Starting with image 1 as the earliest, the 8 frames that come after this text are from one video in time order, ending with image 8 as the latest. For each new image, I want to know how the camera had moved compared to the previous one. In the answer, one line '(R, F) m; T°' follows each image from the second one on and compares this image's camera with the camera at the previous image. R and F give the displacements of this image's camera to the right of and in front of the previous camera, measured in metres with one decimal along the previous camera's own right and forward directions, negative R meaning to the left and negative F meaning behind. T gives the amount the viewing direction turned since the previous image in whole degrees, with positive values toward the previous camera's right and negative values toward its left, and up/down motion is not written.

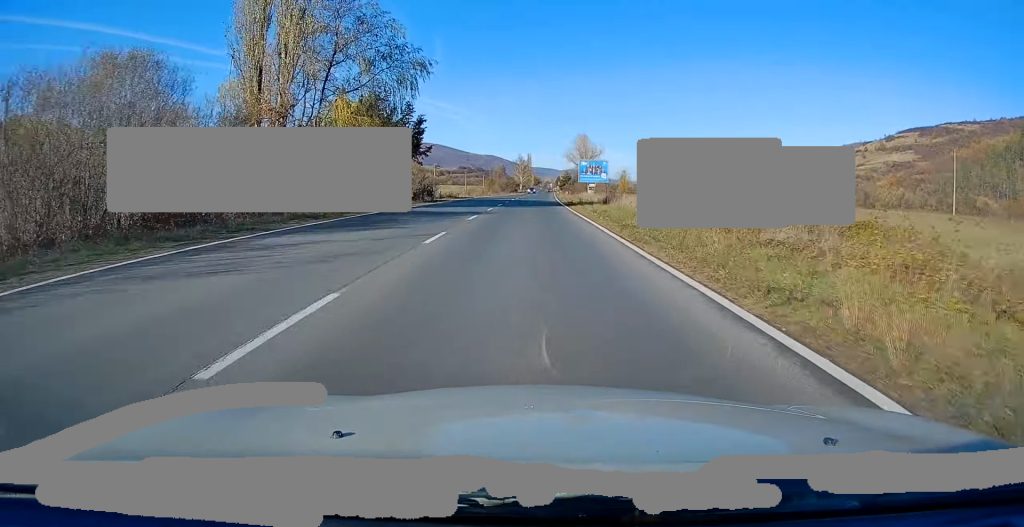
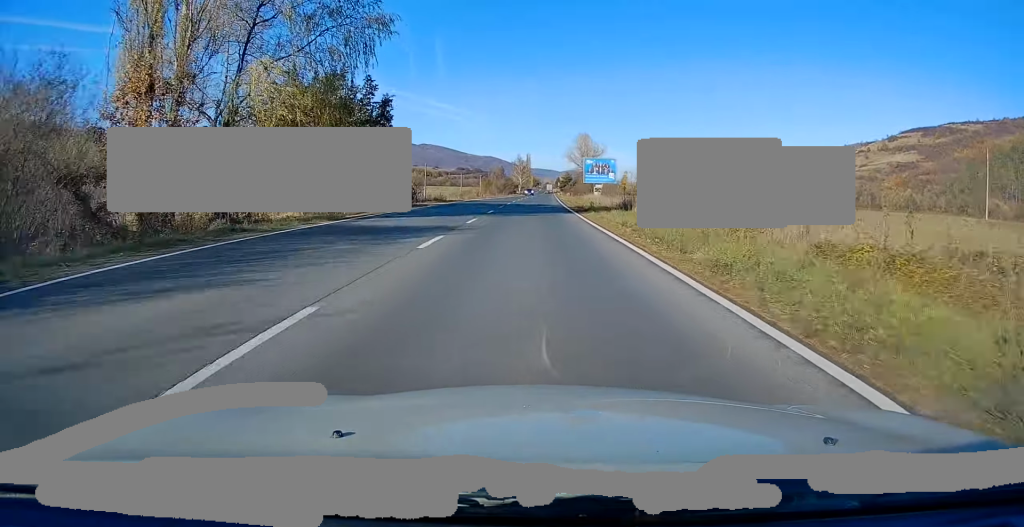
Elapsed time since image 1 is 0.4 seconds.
(+0.2, +9.7) m; +1°
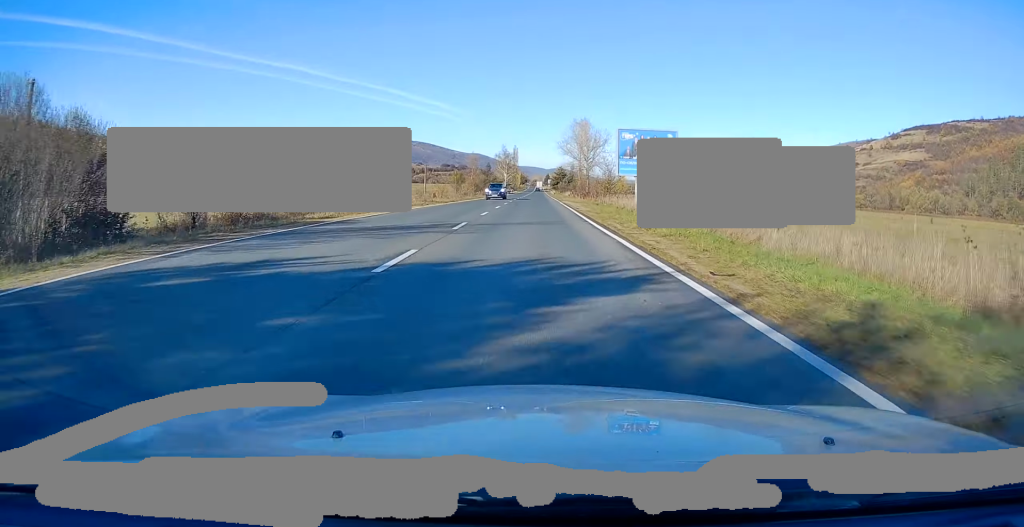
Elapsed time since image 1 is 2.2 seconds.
(+0.5, +38.9) m; +1°
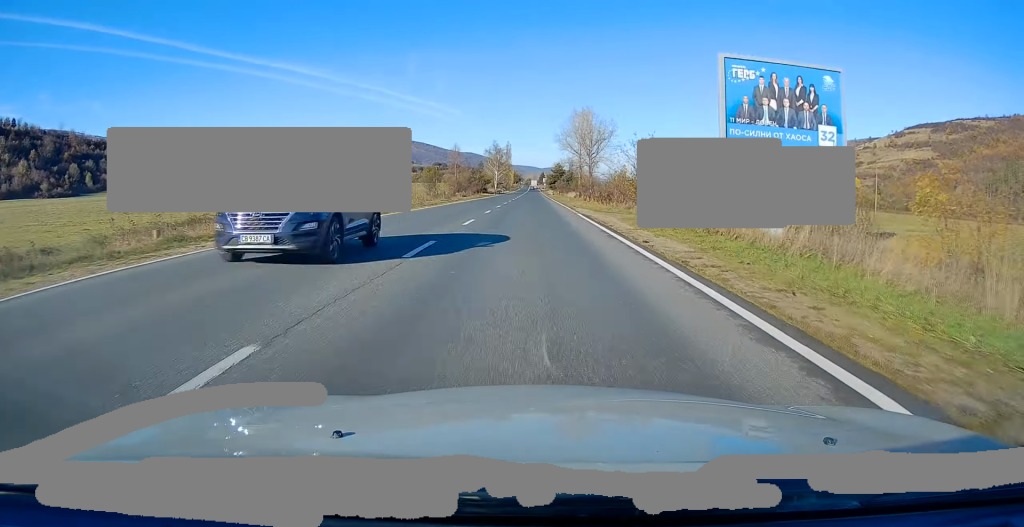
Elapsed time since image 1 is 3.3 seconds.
(-0.1, +24.7) m; 0°
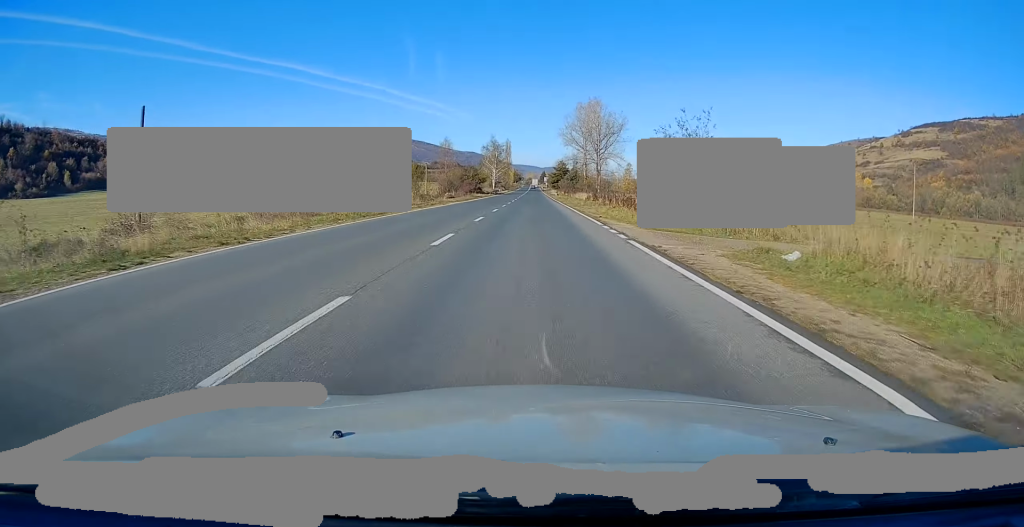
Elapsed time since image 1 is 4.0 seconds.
(-0.1, +15.7) m; +1°
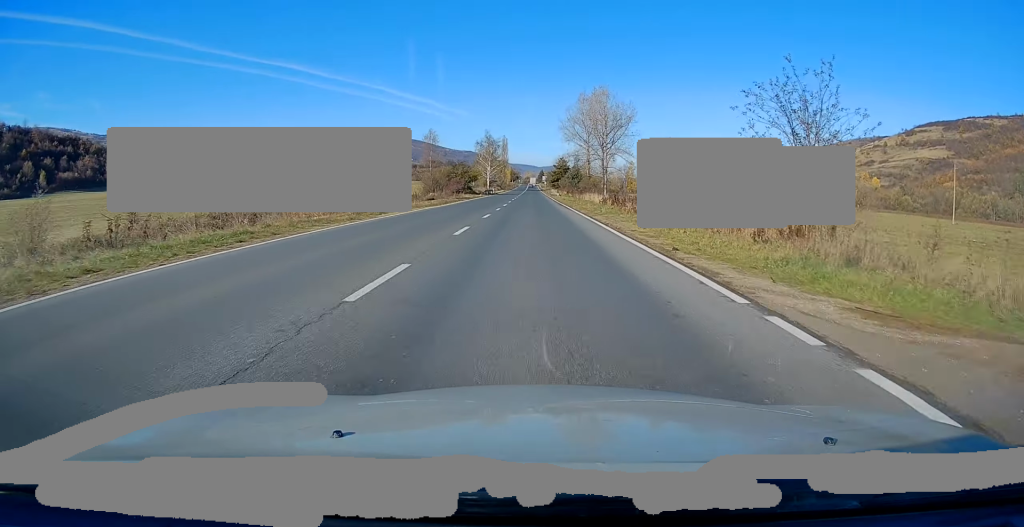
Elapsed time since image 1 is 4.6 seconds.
(+0.3, +14.9) m; +1°
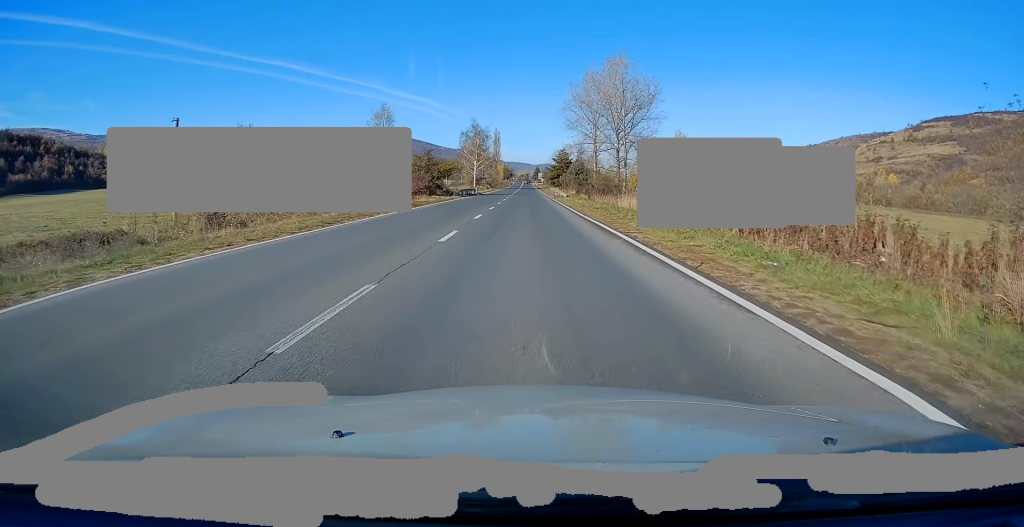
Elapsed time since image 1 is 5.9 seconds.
(+0.2, +28.4) m; -1°
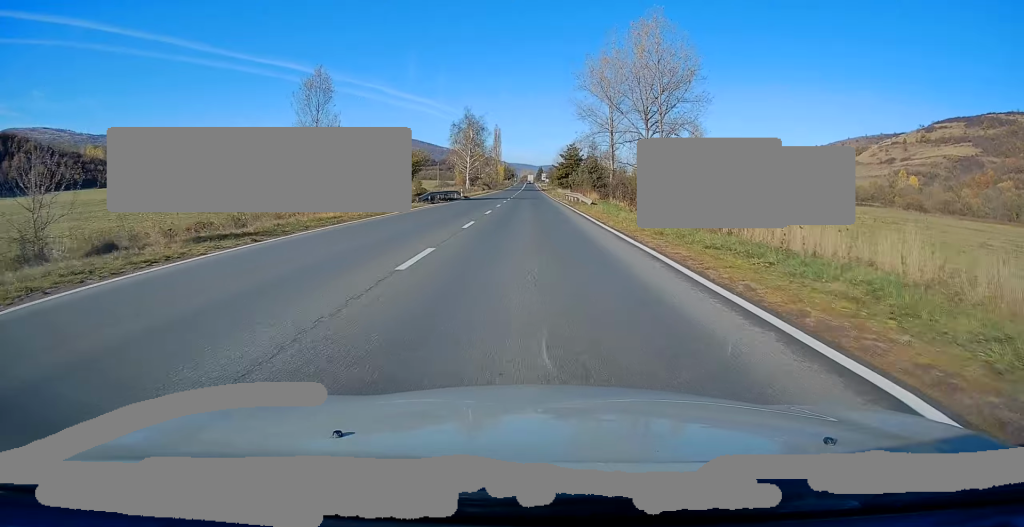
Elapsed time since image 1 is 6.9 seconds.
(-0.5, +22.4) m; -1°
